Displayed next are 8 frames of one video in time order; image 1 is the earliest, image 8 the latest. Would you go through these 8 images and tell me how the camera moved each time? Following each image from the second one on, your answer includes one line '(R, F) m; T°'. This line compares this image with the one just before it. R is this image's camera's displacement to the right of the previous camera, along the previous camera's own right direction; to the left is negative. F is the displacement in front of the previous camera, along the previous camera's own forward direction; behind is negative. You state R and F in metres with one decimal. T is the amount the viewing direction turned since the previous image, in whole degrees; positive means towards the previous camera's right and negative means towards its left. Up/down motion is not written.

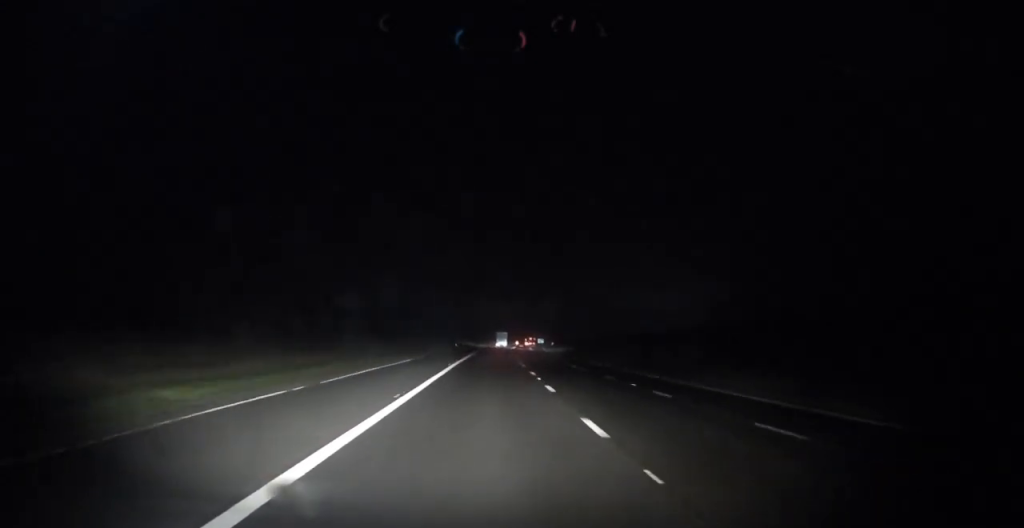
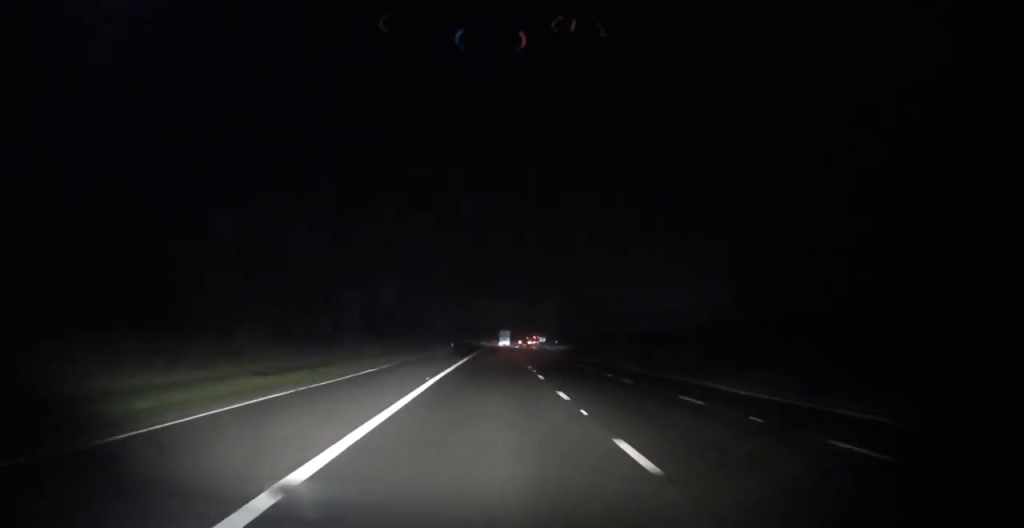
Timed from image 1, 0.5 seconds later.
(-0.1, +12.1) m; 0°
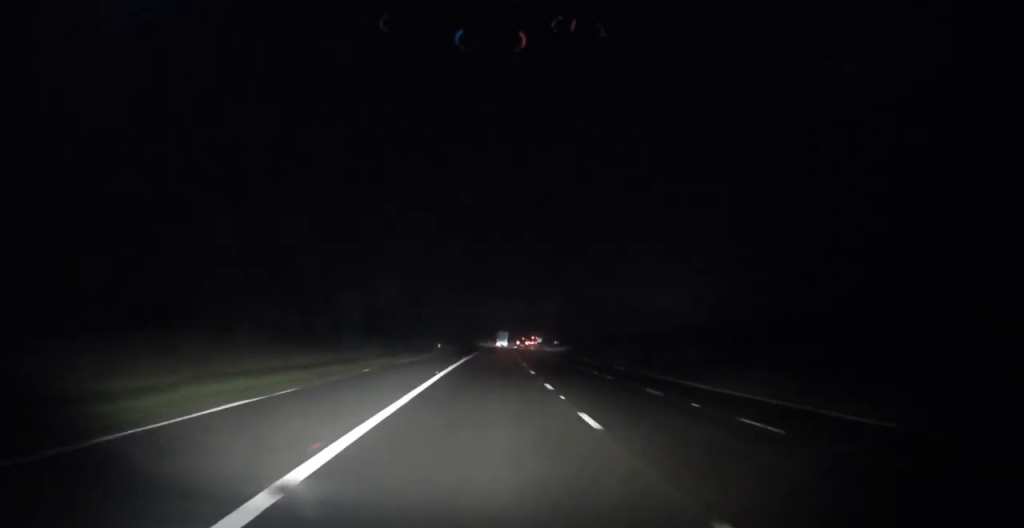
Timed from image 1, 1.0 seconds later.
(0.0, +14.0) m; 0°
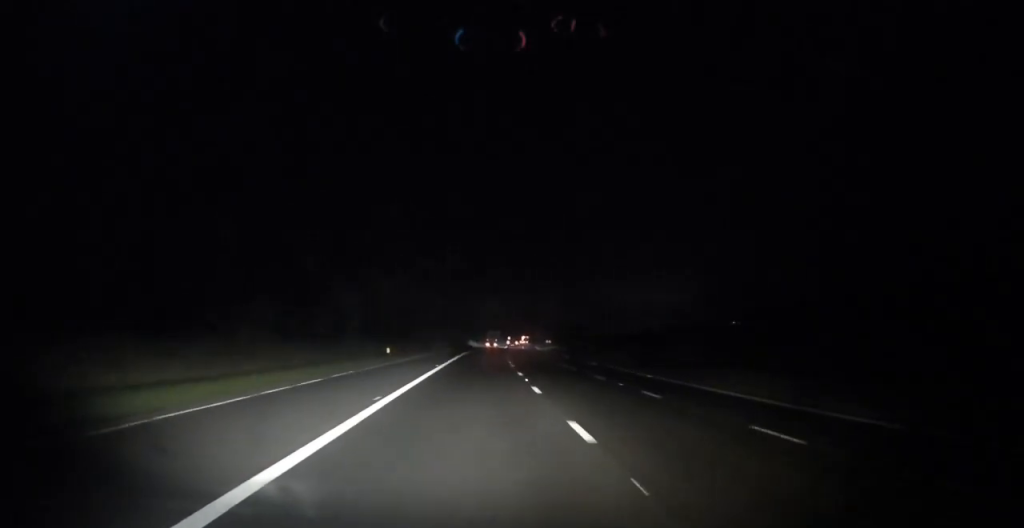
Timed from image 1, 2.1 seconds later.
(+0.3, +29.1) m; +1°
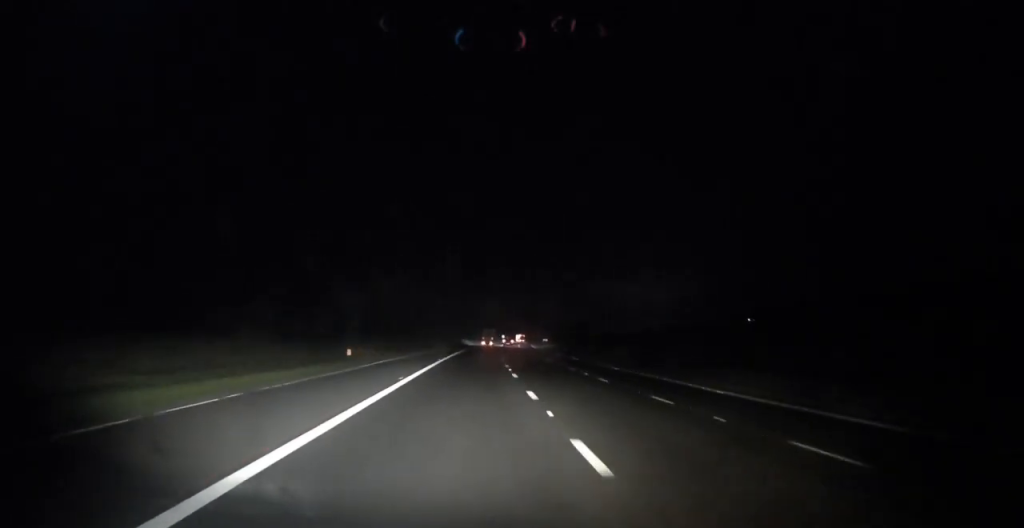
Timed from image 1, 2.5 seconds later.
(0.0, +11.6) m; 0°
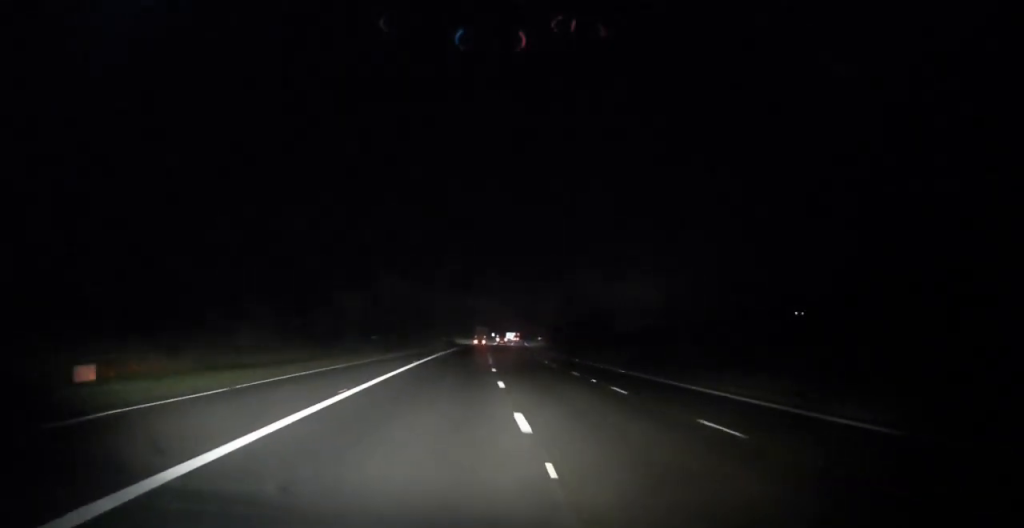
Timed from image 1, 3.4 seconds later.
(+0.1, +24.3) m; +1°
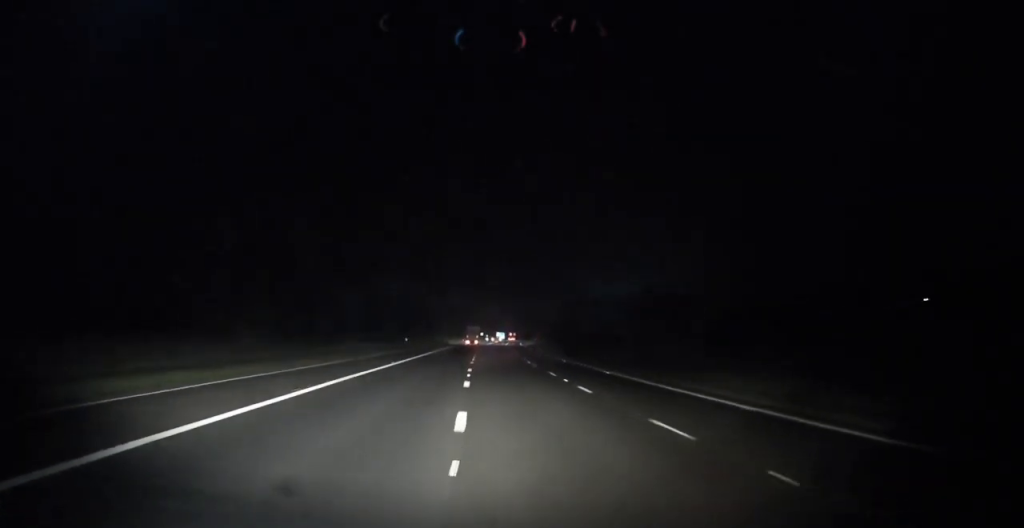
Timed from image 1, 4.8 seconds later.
(+0.6, +36.7) m; +2°
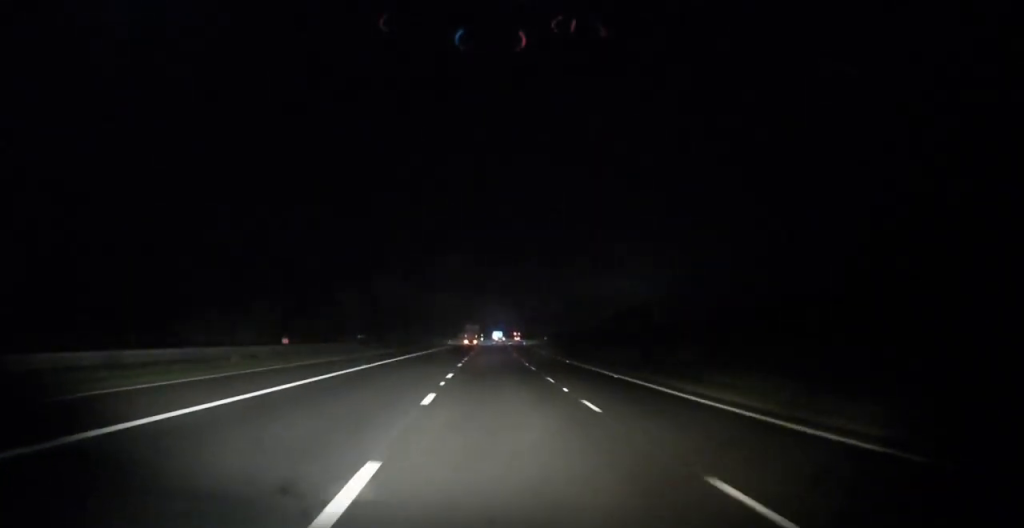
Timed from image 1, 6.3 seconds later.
(0.0, +42.2) m; 0°
